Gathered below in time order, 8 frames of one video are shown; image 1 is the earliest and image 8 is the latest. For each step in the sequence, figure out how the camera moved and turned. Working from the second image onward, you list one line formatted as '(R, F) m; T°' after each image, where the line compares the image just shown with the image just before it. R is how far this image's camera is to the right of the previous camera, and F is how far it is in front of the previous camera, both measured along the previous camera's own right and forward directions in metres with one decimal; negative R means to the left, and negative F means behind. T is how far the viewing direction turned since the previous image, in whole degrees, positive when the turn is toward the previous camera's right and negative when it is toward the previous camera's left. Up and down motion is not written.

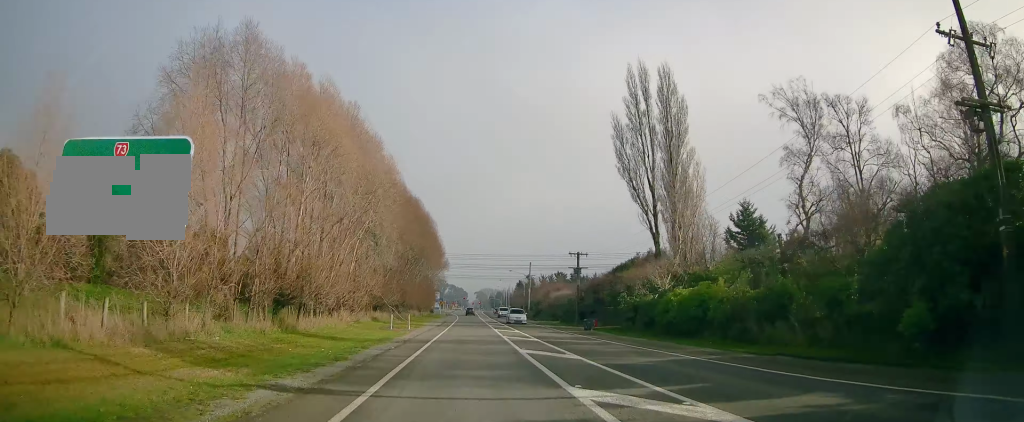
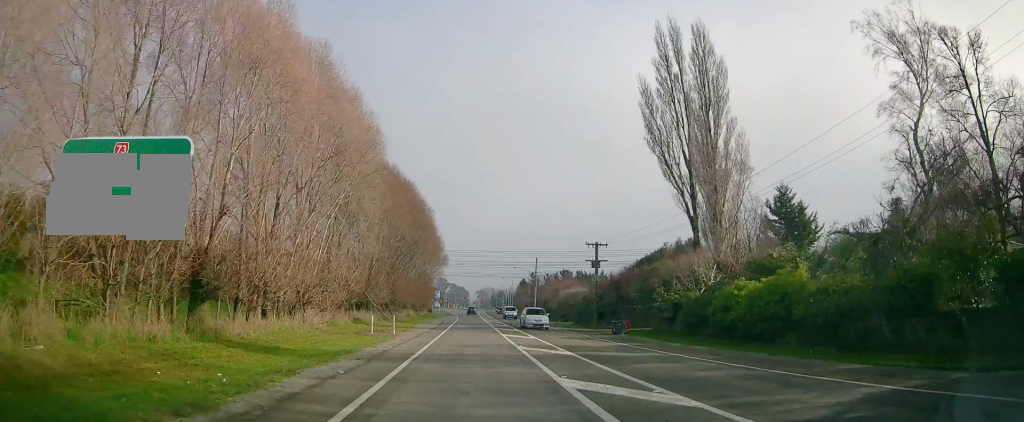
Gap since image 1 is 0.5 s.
(-0.2, +8.6) m; 0°
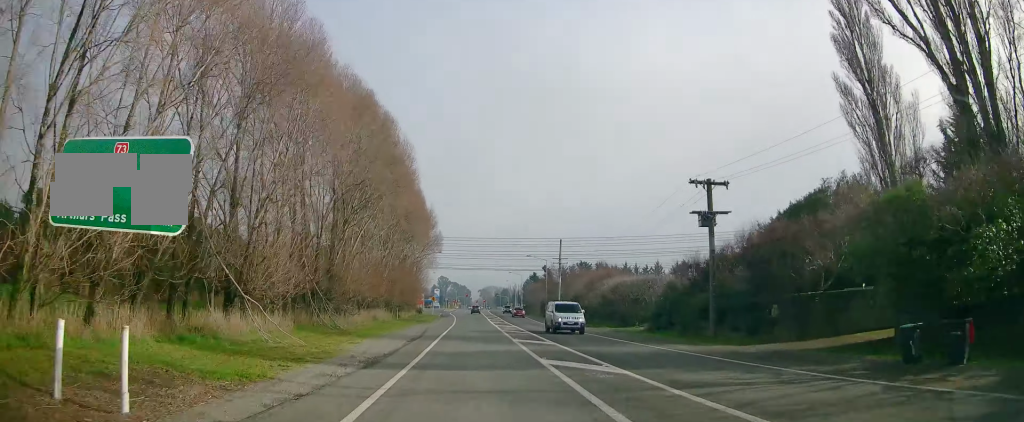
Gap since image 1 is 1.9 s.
(+0.3, +25.8) m; 0°
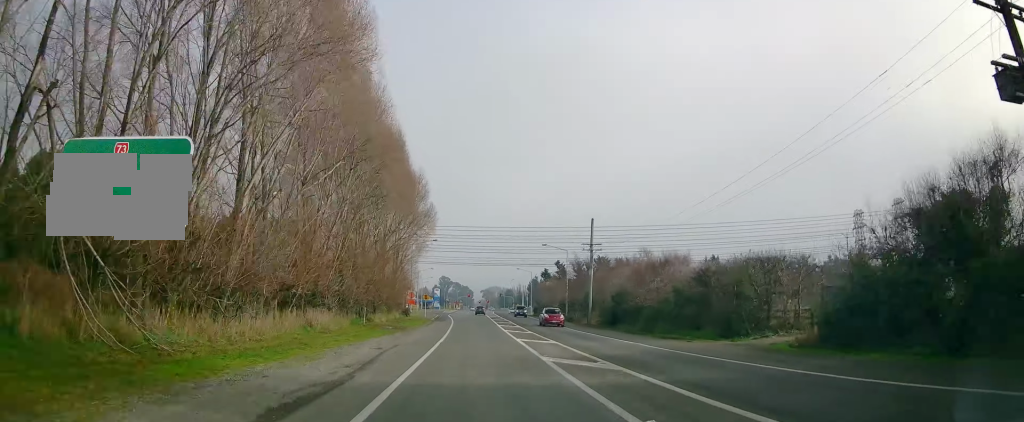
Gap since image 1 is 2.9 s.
(-0.5, +19.2) m; 0°
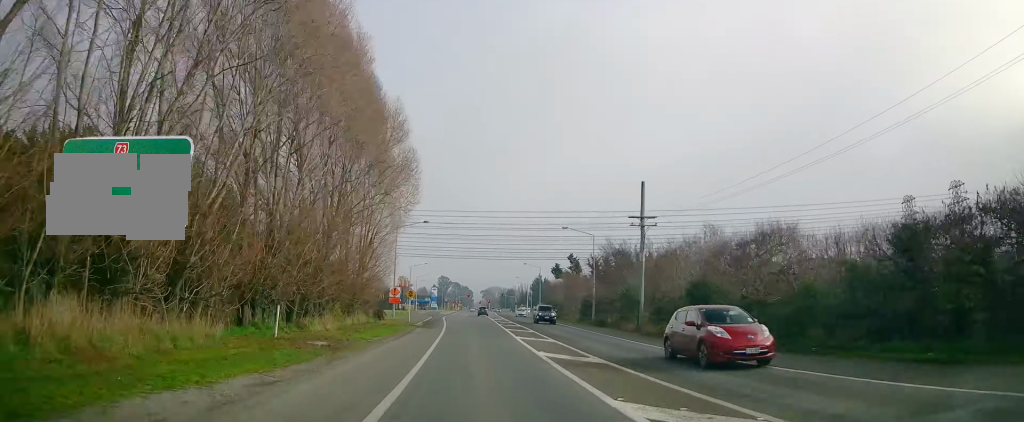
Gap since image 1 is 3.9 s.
(+0.5, +18.0) m; -1°
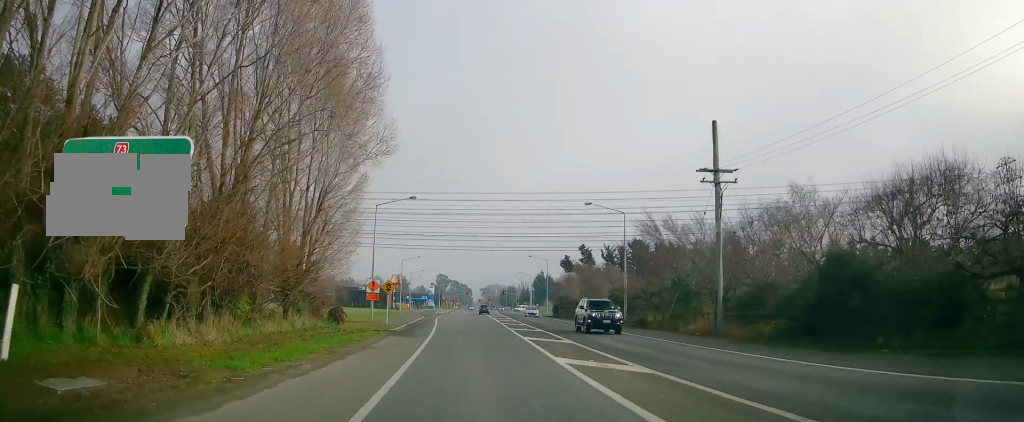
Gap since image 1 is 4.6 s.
(-0.6, +13.8) m; -1°
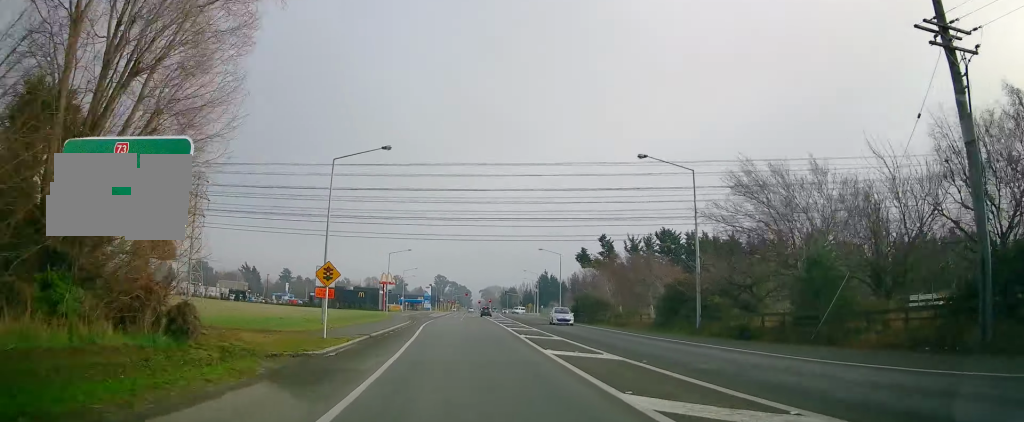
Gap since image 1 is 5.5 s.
(0.0, +16.8) m; +1°
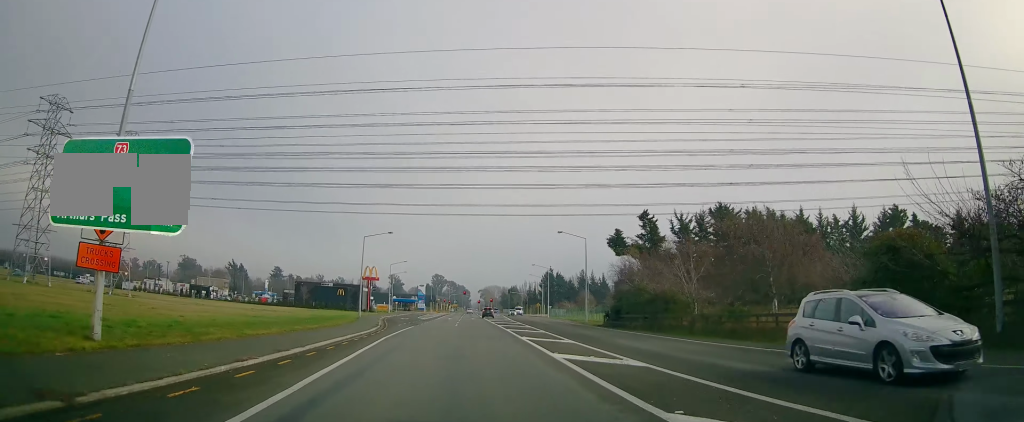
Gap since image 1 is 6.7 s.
(+0.6, +21.9) m; +2°
